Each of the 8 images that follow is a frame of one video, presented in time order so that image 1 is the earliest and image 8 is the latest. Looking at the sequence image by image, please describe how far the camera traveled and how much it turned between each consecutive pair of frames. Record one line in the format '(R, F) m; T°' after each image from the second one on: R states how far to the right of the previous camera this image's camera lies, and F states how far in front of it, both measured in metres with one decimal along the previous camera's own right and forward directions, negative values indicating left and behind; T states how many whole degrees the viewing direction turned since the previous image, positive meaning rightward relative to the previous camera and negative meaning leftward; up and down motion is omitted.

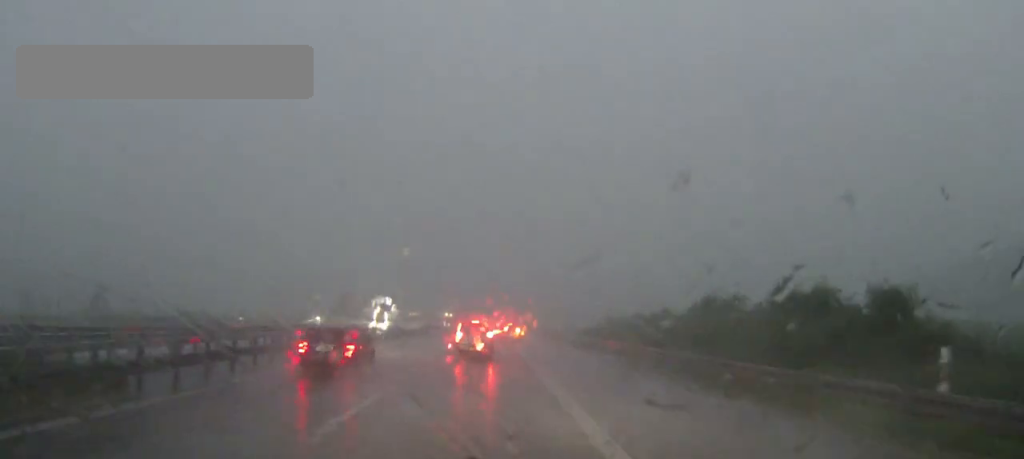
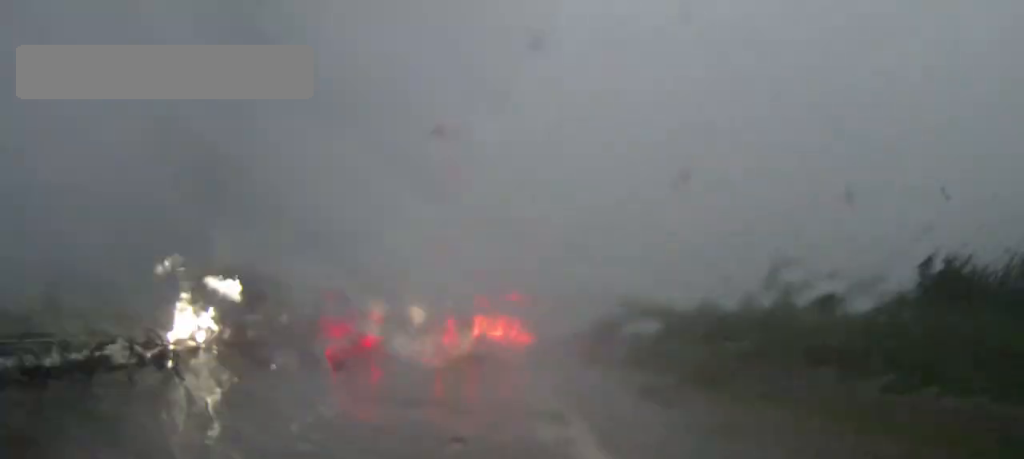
(+0.1, +16.3) m; 0°
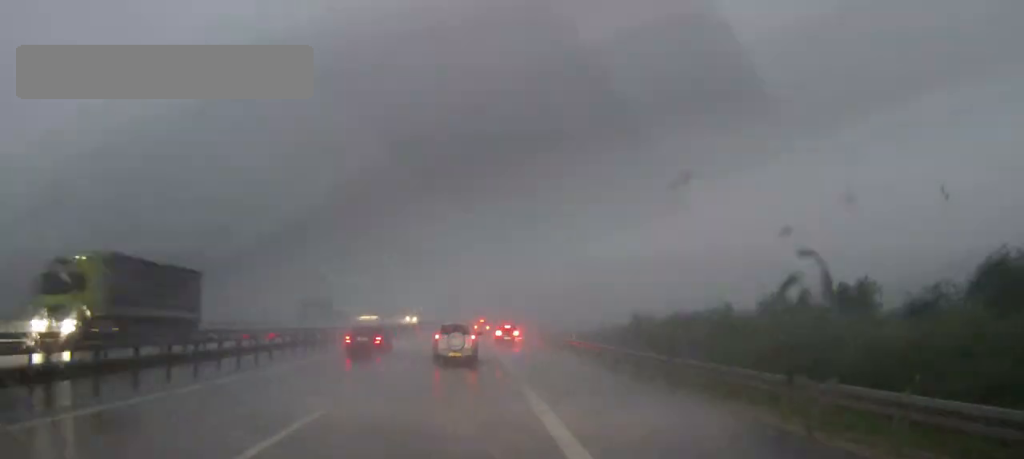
(0.0, +3.3) m; 0°
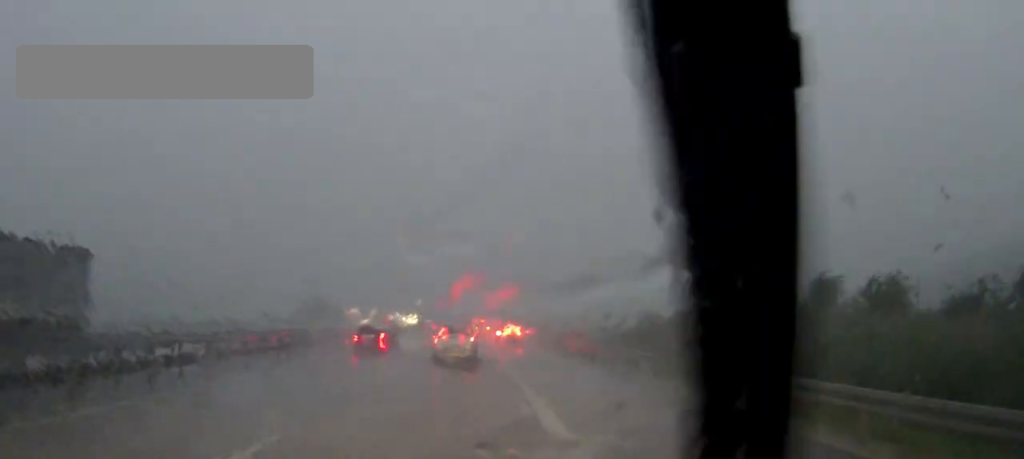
(0.0, +2.8) m; 0°
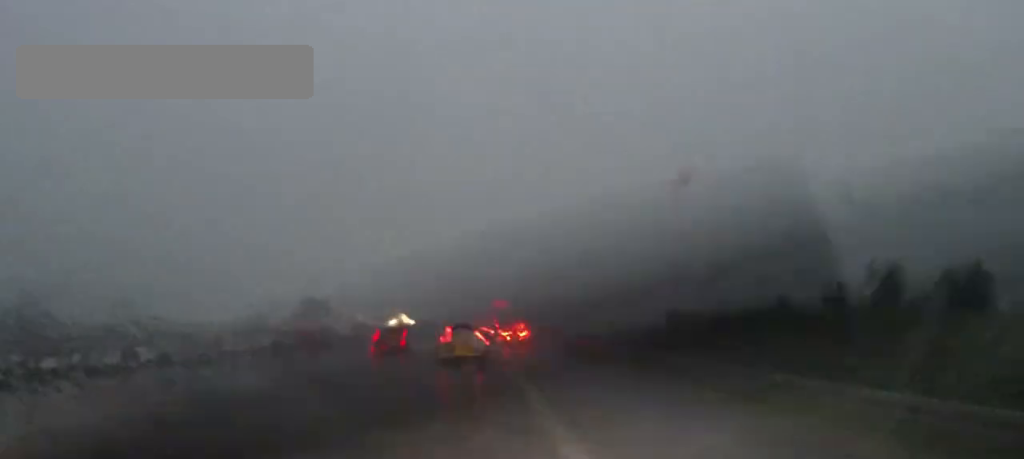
(0.0, +5.3) m; -1°
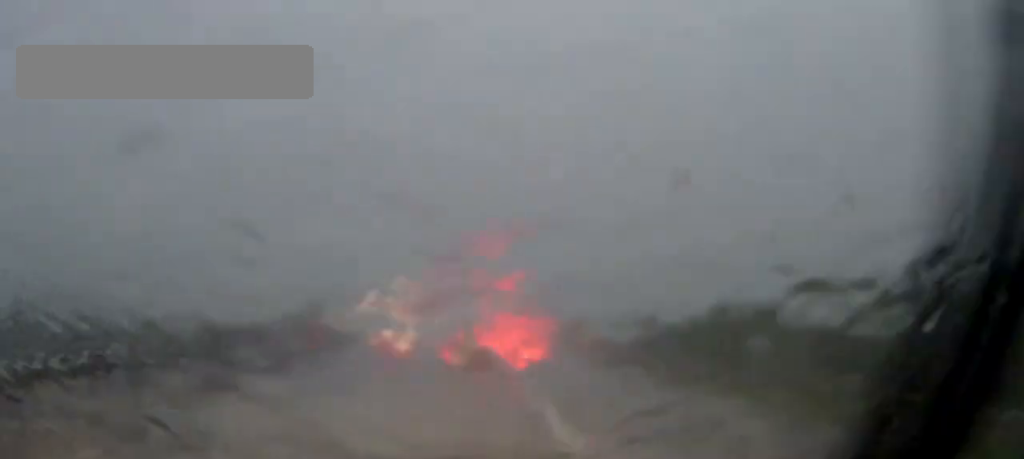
(0.0, +3.6) m; 0°
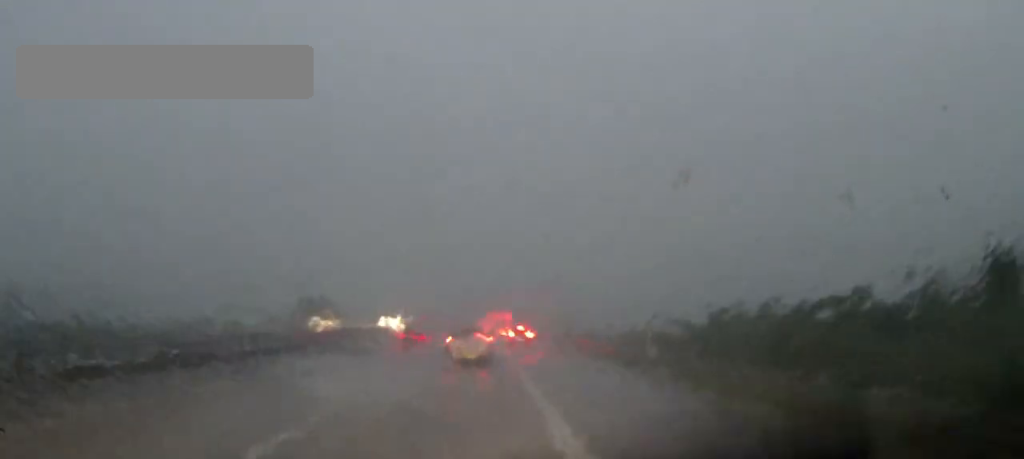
(0.0, +4.4) m; 0°
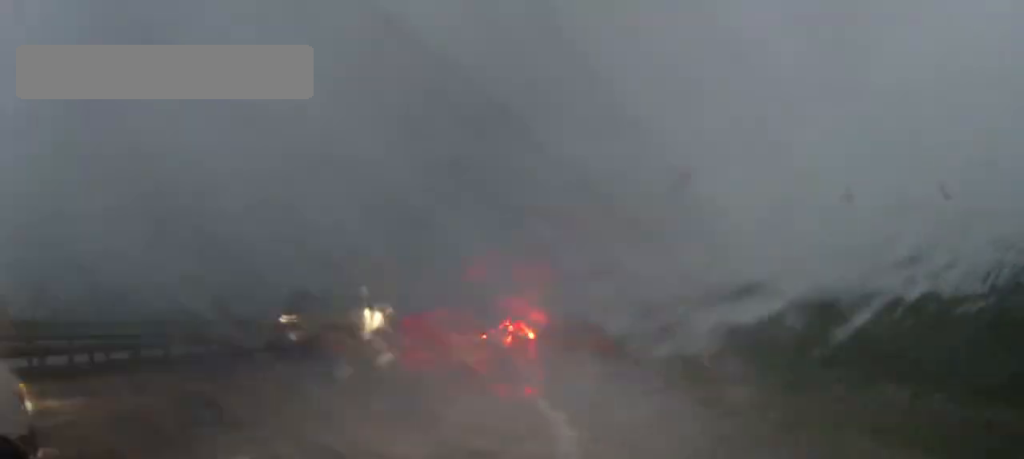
(0.0, +5.5) m; 0°
